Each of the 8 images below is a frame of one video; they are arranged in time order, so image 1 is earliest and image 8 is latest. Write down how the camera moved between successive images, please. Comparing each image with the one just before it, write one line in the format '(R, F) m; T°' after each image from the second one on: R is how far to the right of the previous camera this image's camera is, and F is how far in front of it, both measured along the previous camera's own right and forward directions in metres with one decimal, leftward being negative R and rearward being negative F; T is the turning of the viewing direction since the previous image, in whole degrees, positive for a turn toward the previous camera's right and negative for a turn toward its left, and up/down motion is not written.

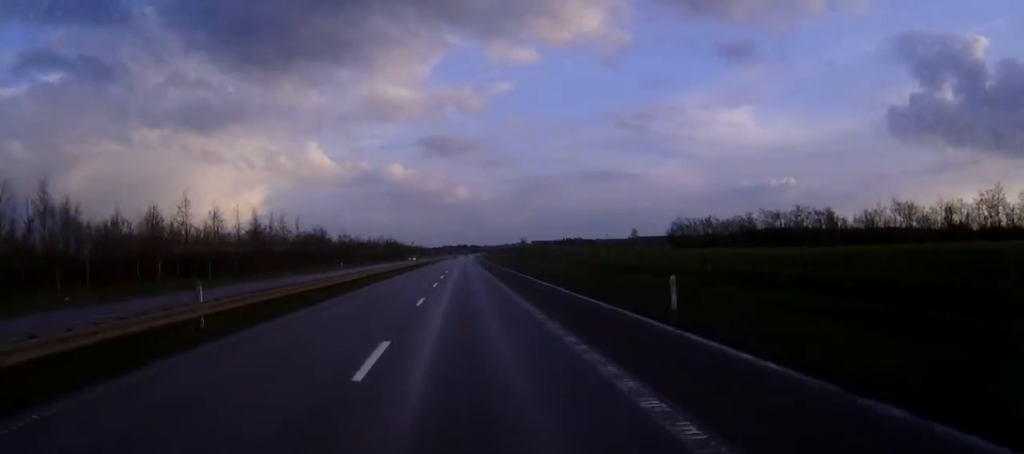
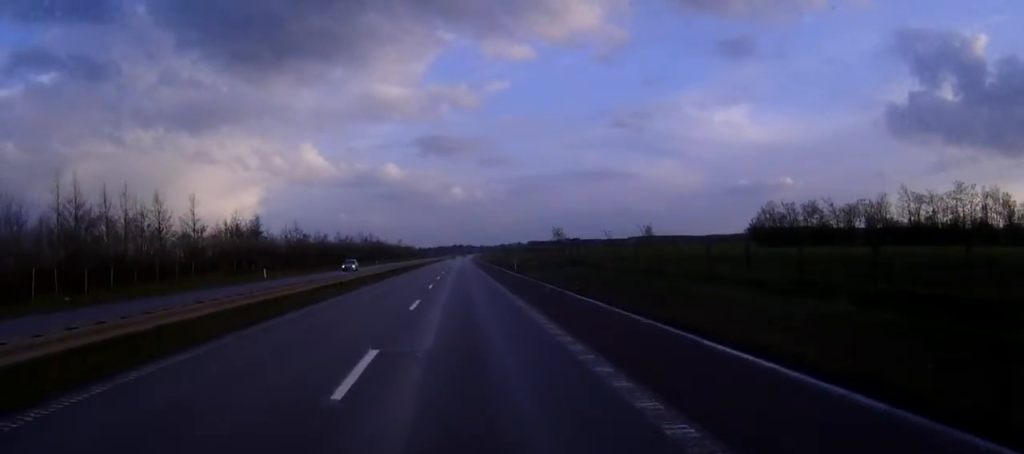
(+0.2, +46.4) m; 0°
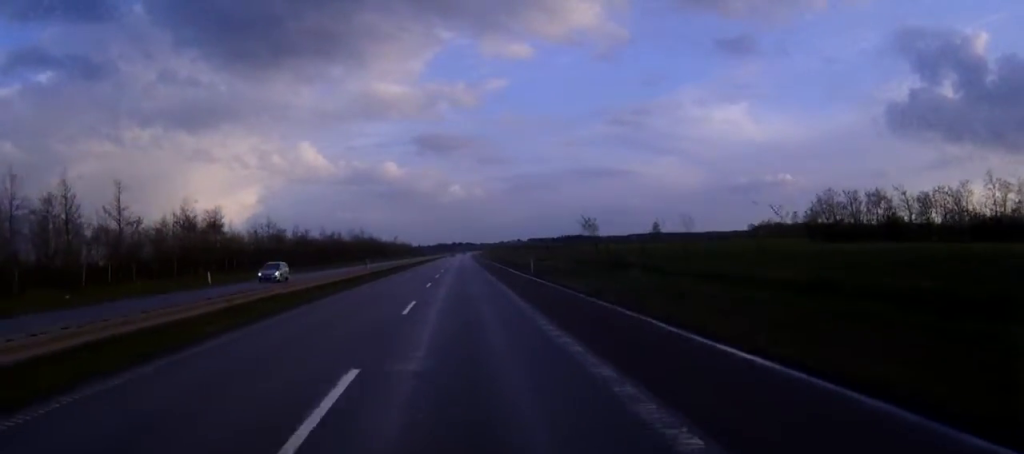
(+0.1, +17.4) m; 0°
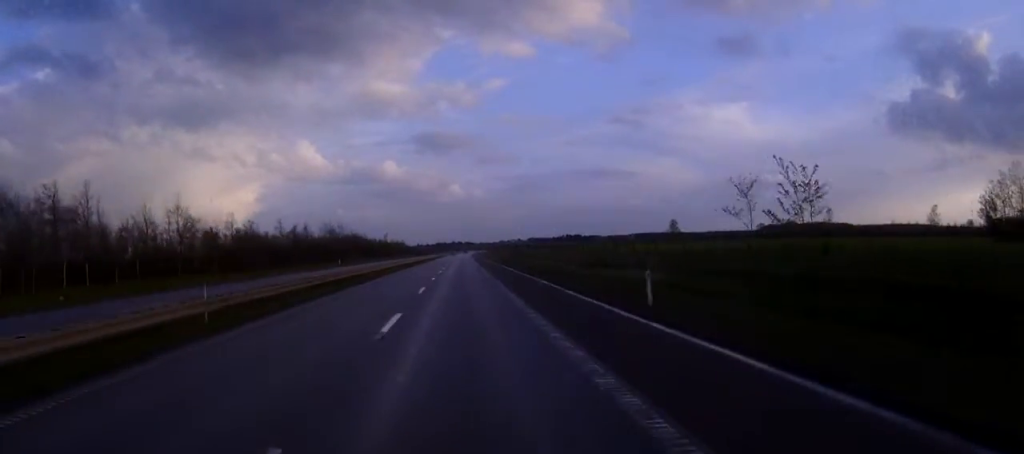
(-0.3, +34.9) m; 0°
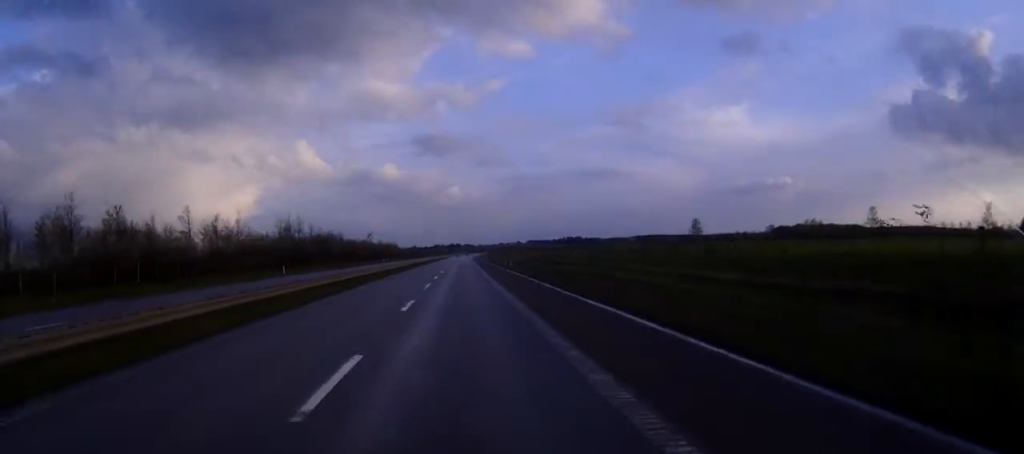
(+0.2, +38.5) m; +1°
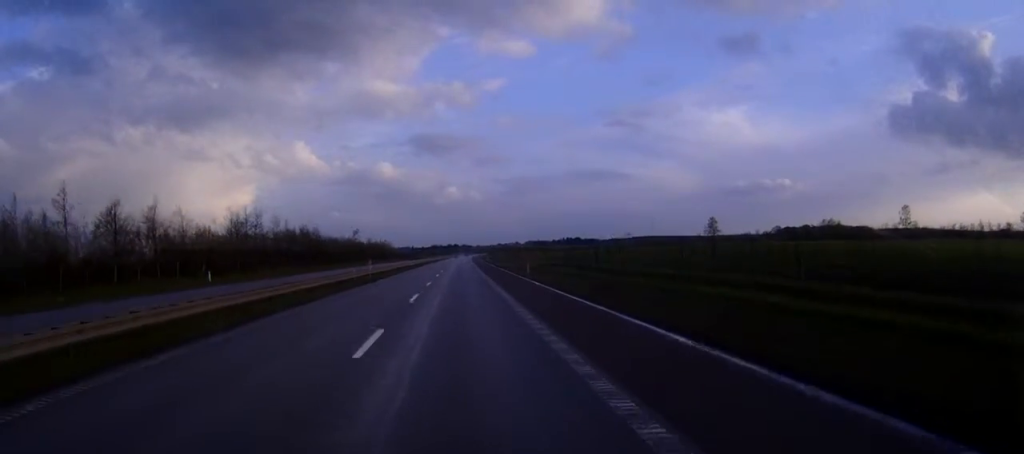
(0.0, +25.4) m; 0°
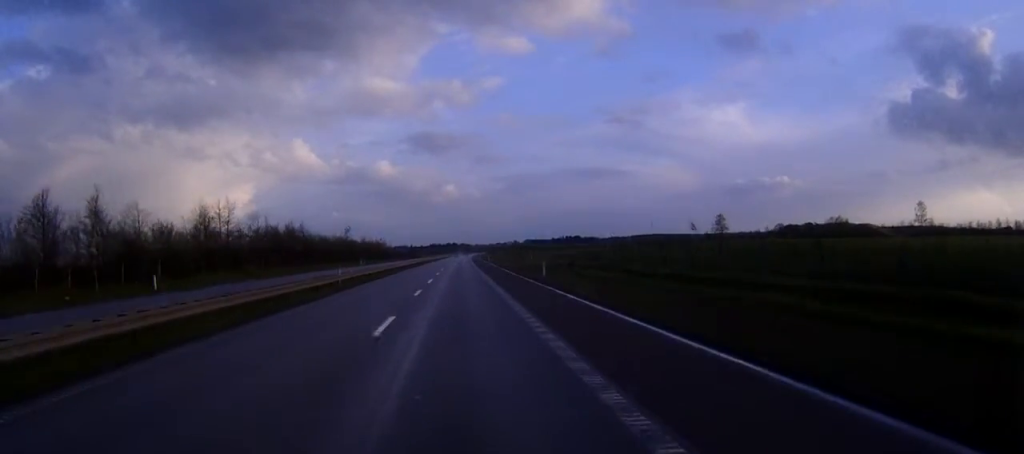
(0.0, +11.4) m; 0°
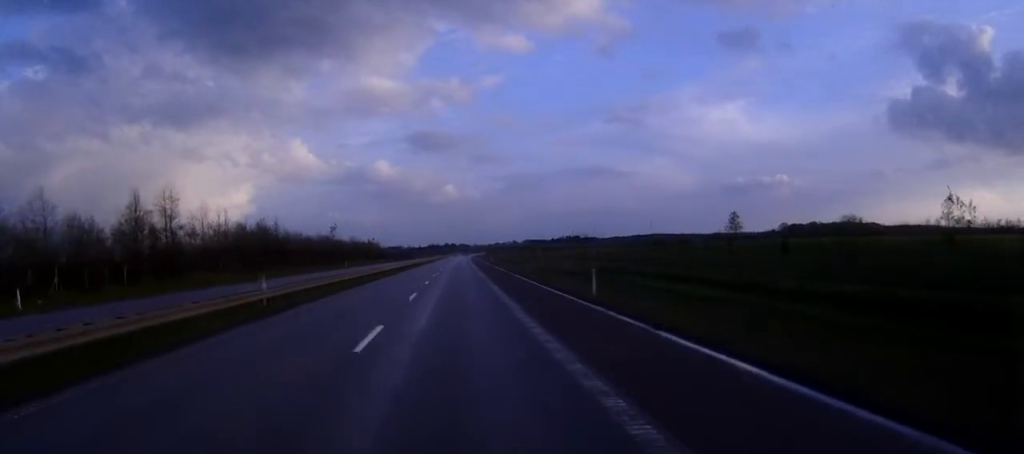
(+0.1, +17.4) m; 0°
